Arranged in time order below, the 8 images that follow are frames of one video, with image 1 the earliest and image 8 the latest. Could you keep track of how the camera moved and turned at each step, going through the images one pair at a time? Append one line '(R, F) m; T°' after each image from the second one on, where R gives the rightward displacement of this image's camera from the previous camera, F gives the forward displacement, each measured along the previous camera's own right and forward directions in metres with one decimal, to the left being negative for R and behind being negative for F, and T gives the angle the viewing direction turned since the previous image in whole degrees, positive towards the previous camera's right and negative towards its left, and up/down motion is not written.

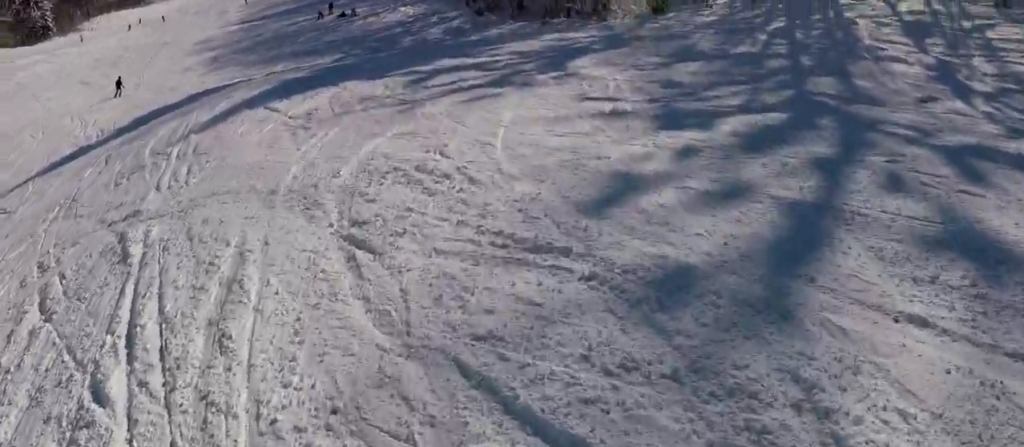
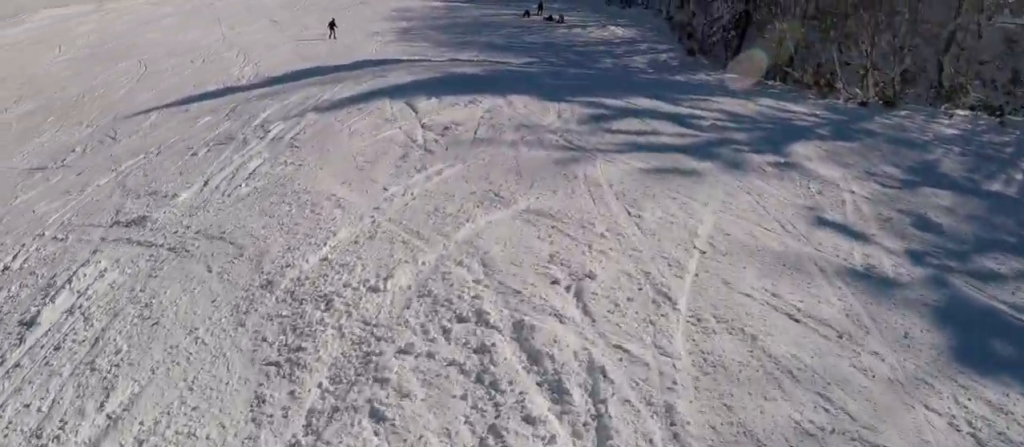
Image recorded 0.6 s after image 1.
(+0.5, +3.1) m; -13°
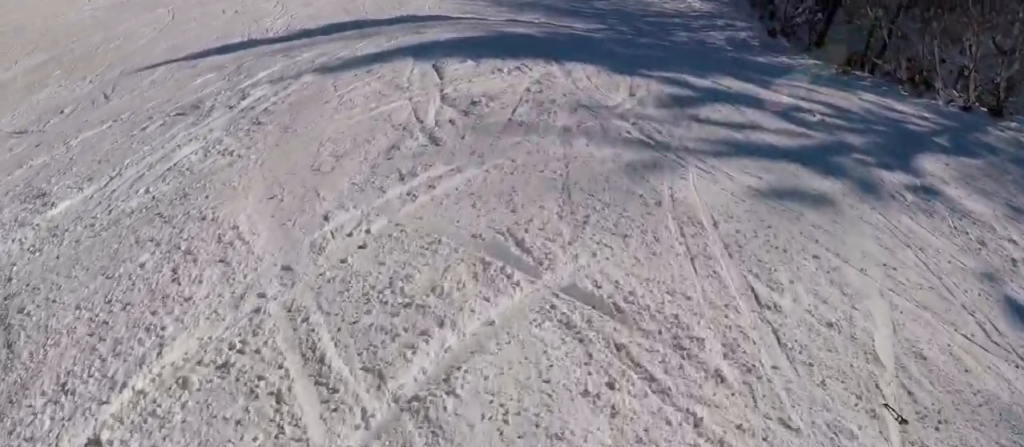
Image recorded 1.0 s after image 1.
(-0.2, +2.3) m; -8°
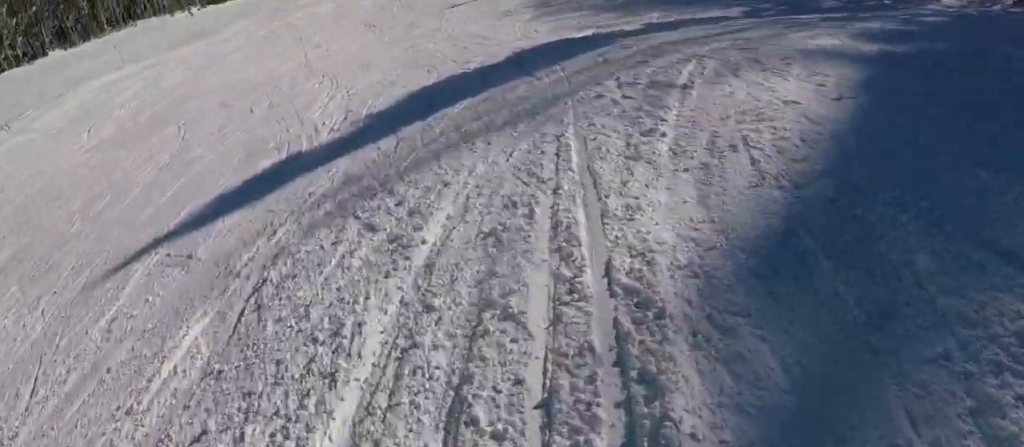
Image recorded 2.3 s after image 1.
(-2.4, +9.1) m; -9°
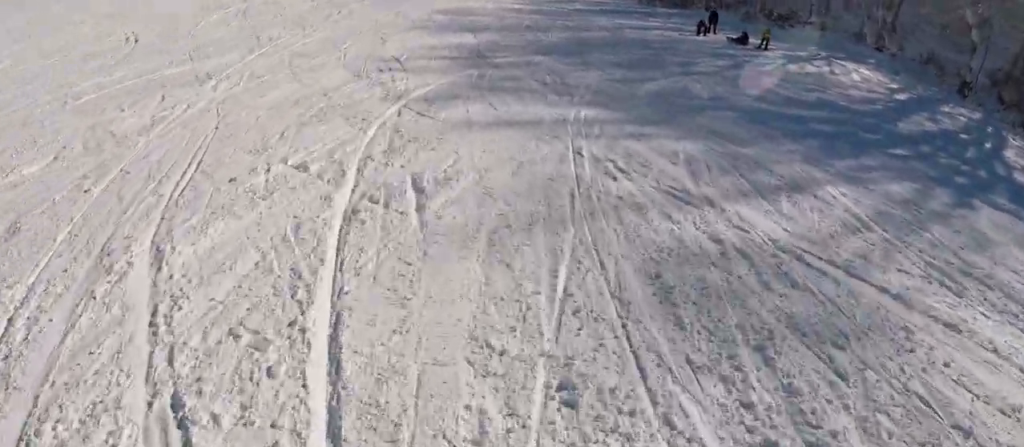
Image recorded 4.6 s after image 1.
(+3.5, +19.2) m; +5°
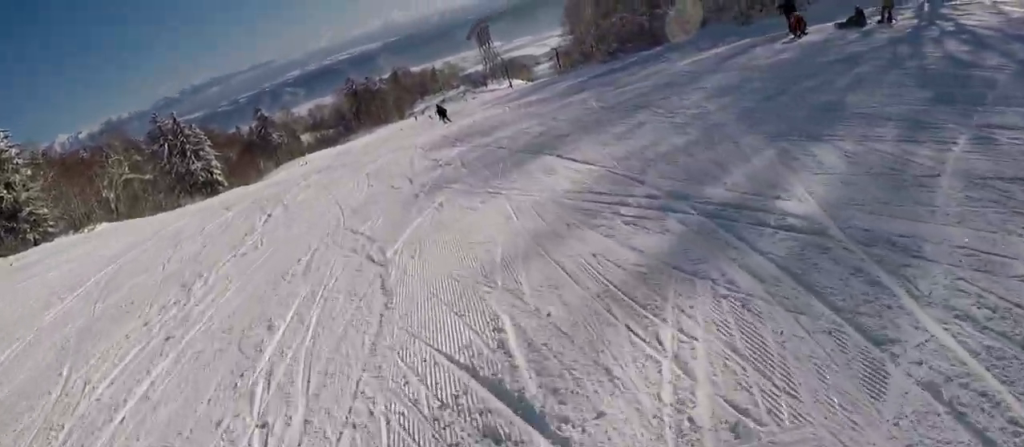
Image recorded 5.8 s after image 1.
(-1.7, +12.0) m; -2°
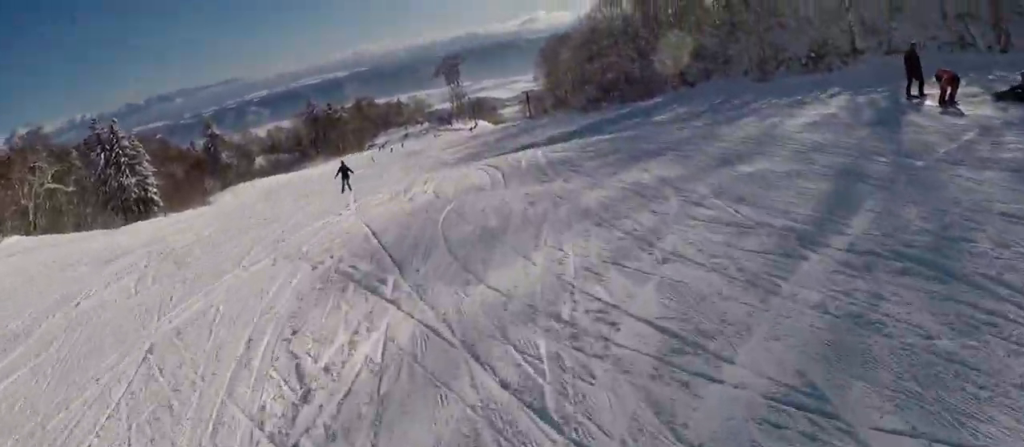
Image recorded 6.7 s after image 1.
(+1.3, +8.7) m; +7°
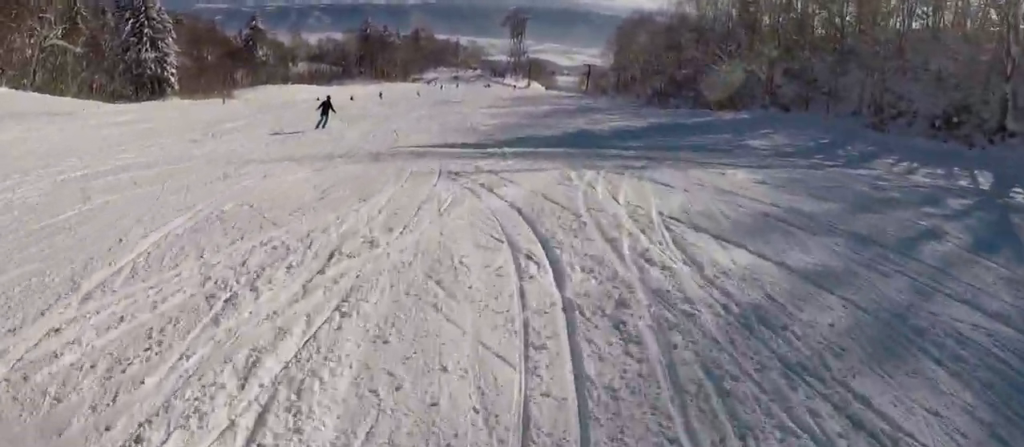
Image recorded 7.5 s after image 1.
(+0.2, +8.5) m; +1°
